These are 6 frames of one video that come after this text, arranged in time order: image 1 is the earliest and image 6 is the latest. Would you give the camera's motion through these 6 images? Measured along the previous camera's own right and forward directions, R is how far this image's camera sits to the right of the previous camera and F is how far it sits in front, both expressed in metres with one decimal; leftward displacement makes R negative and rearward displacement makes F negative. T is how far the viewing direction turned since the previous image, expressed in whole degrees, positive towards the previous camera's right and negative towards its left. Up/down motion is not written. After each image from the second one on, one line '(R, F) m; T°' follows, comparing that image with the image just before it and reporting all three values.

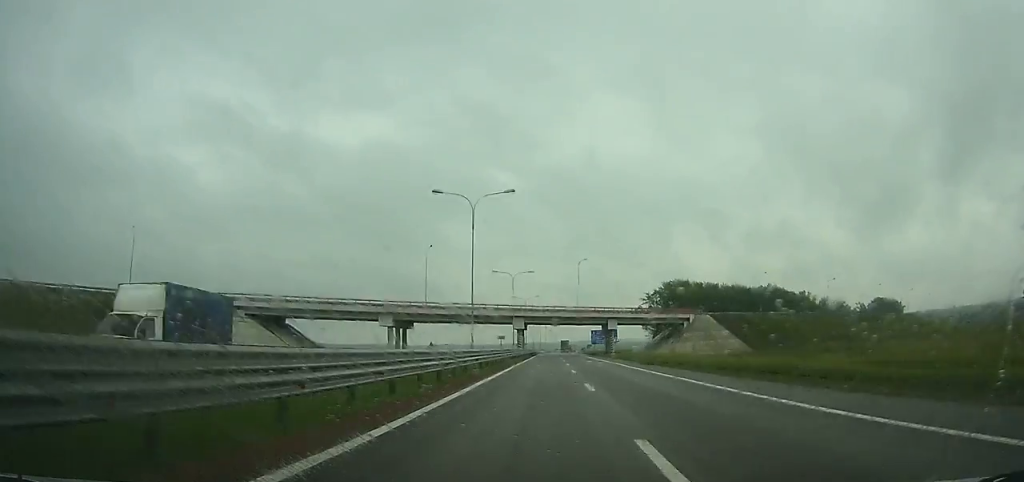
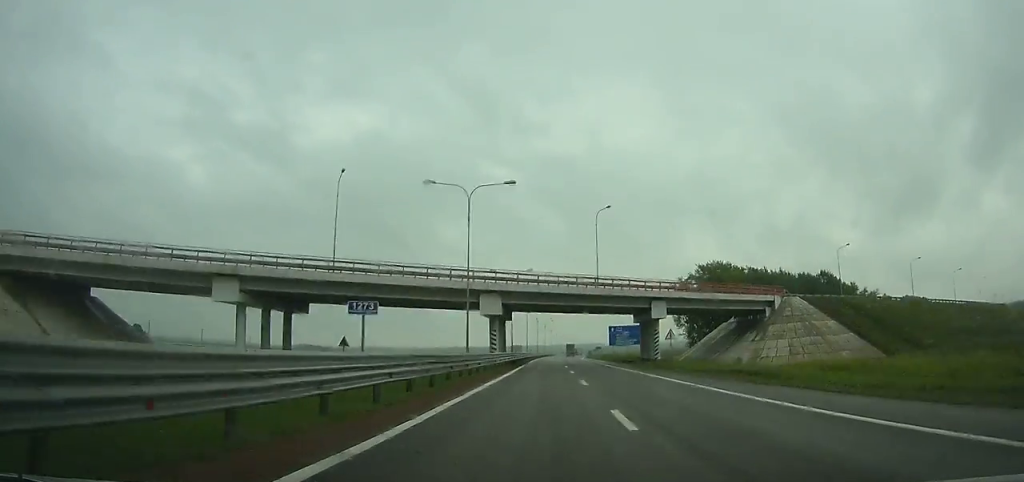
(-0.1, +42.5) m; 0°
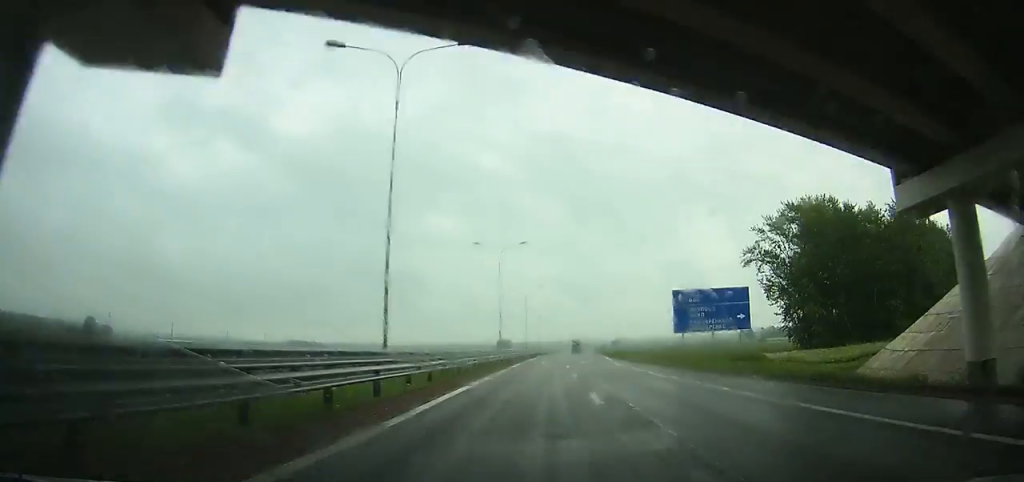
(-0.1, +56.8) m; 0°
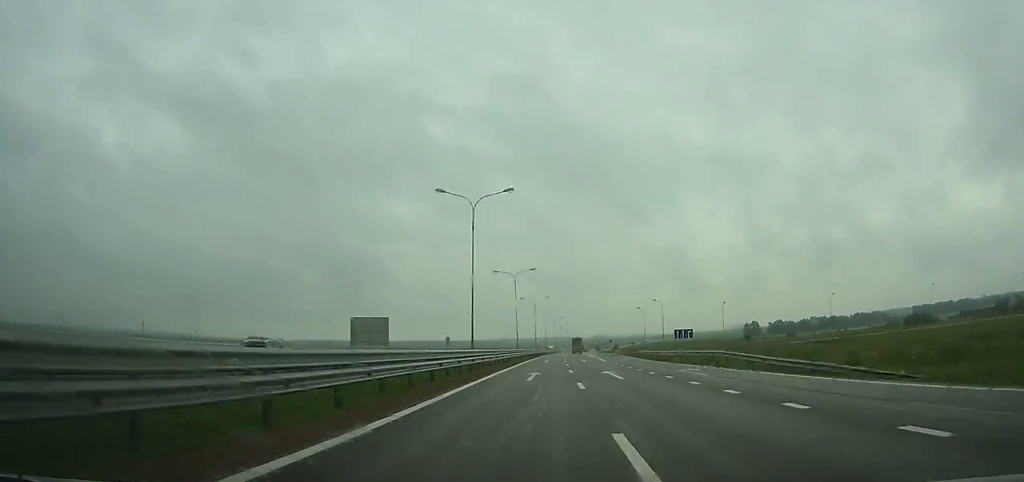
(+2.8, +138.4) m; +2°
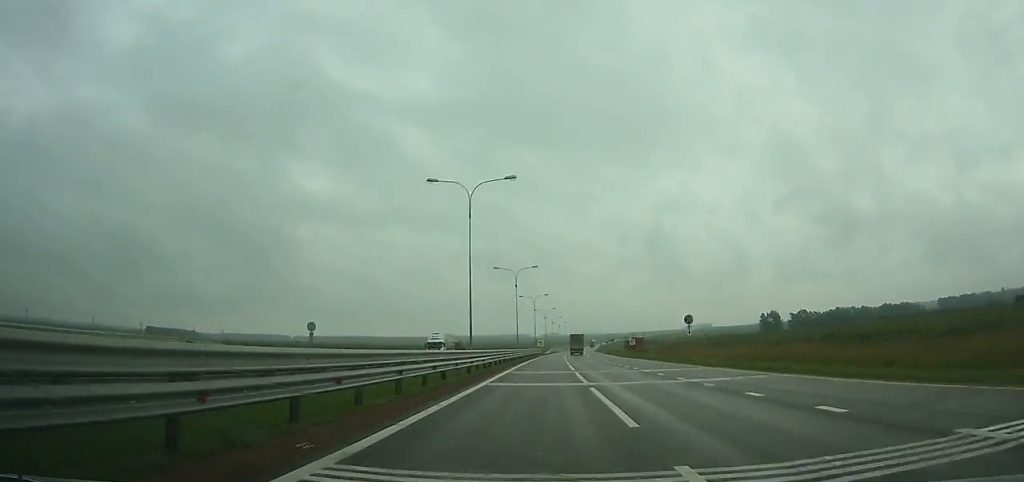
(+9.5, +241.3) m; +5°
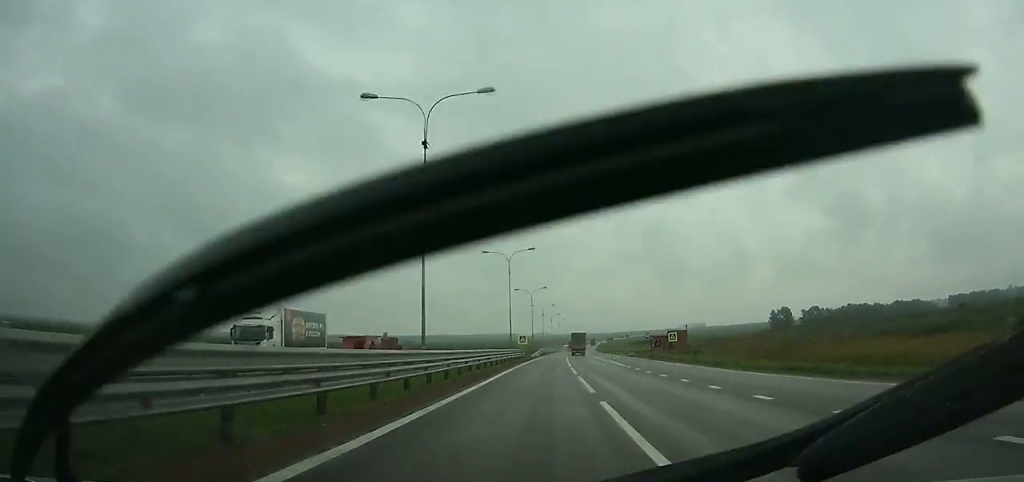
(+0.4, +52.5) m; +1°
